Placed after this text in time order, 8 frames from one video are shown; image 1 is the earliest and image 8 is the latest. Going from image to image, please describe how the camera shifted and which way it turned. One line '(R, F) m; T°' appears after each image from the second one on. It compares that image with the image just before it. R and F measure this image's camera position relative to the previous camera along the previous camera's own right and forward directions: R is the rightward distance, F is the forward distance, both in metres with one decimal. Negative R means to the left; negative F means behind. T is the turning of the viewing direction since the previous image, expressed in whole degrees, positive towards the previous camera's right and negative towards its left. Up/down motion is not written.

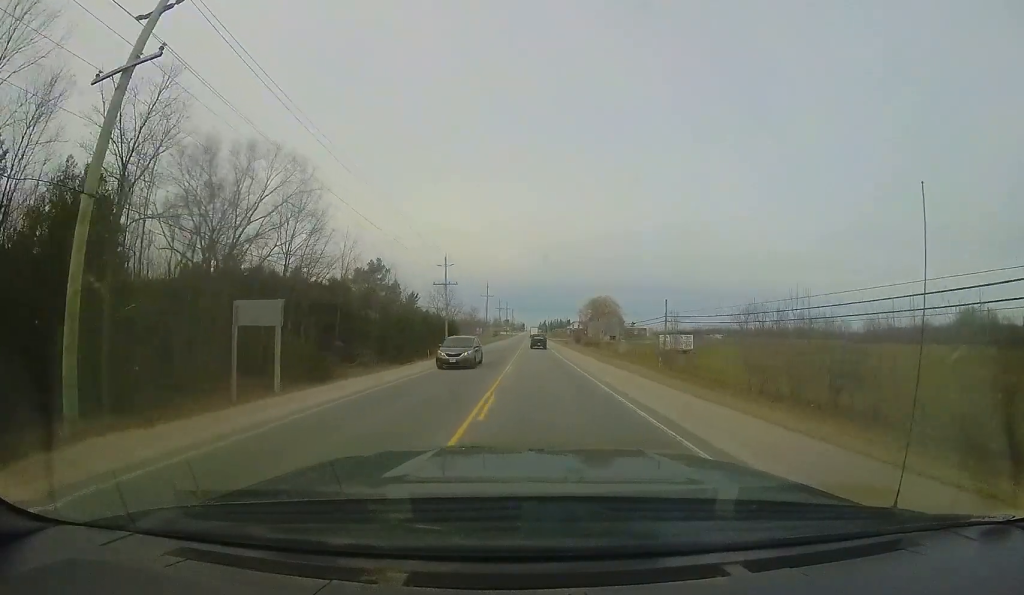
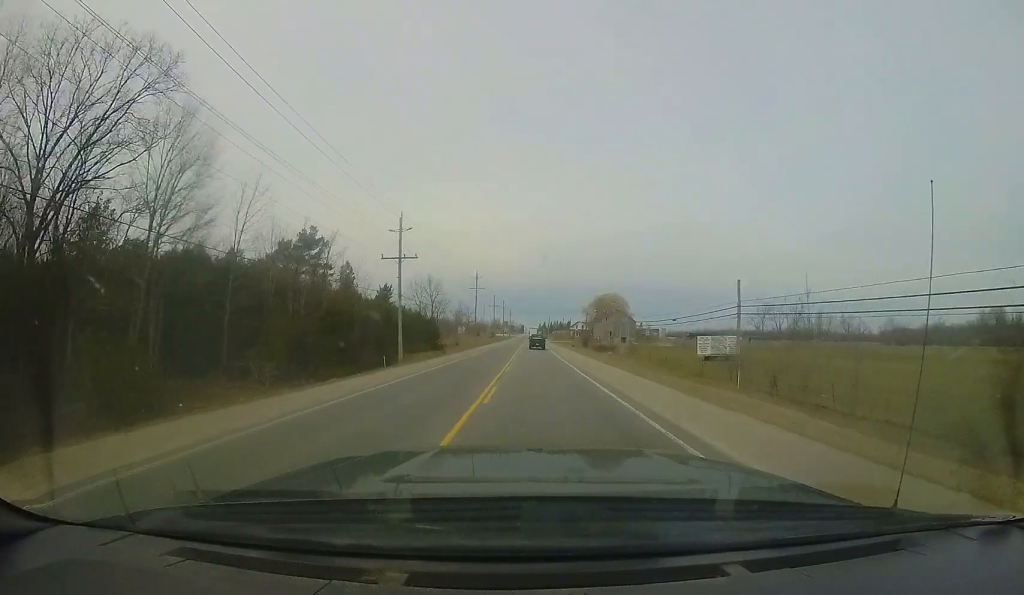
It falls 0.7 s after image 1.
(-0.1, +16.2) m; 0°
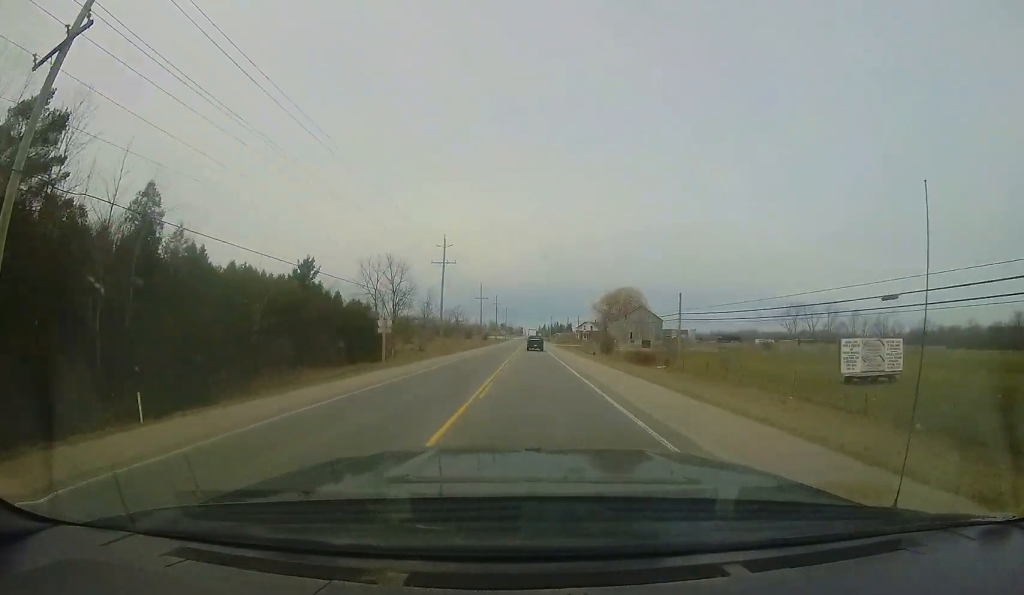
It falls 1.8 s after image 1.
(+0.2, +26.4) m; +1°
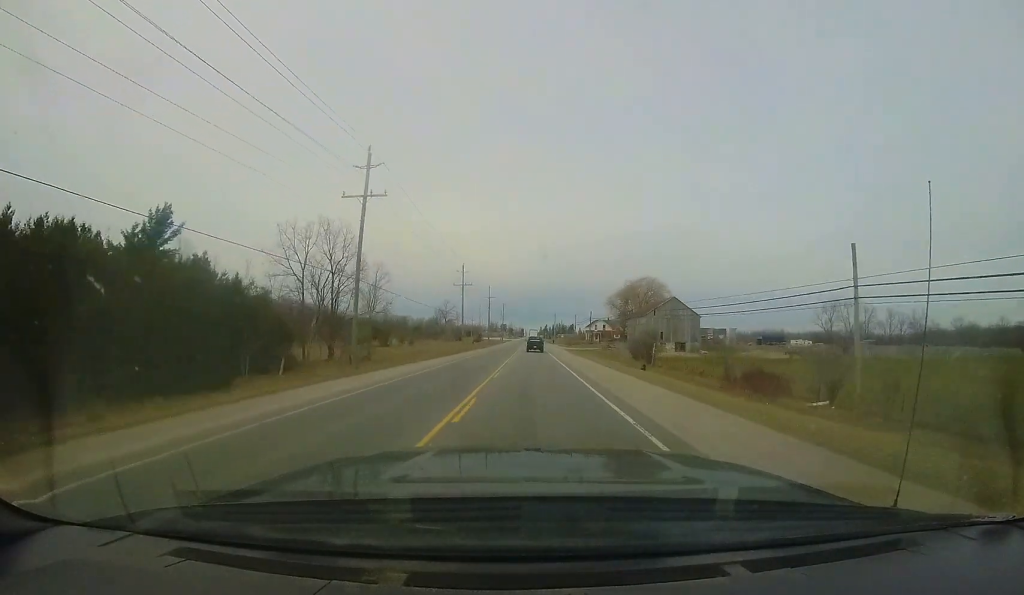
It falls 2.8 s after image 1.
(+0.2, +22.3) m; 0°
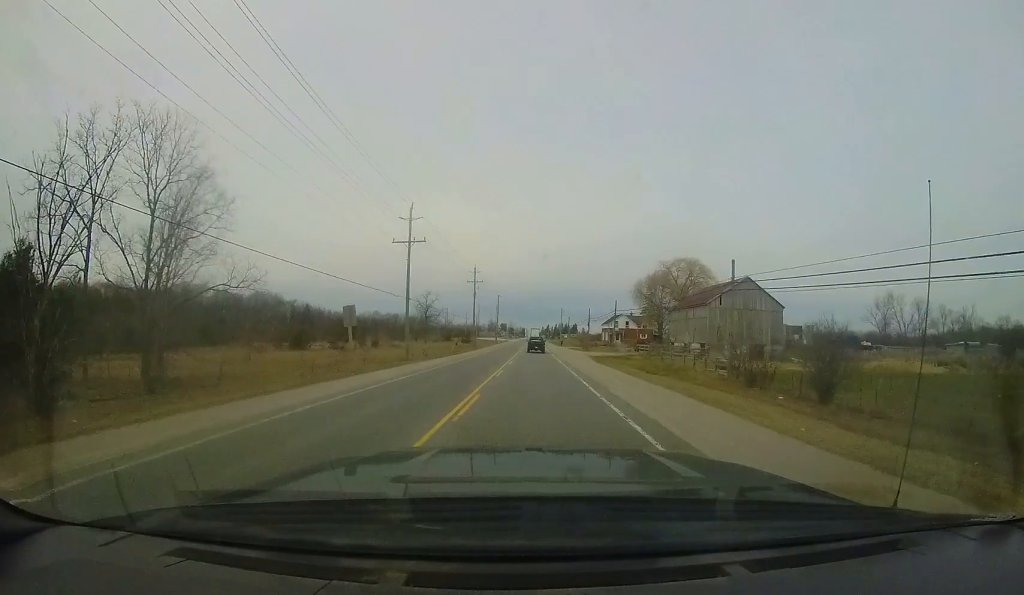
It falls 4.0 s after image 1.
(0.0, +26.5) m; 0°
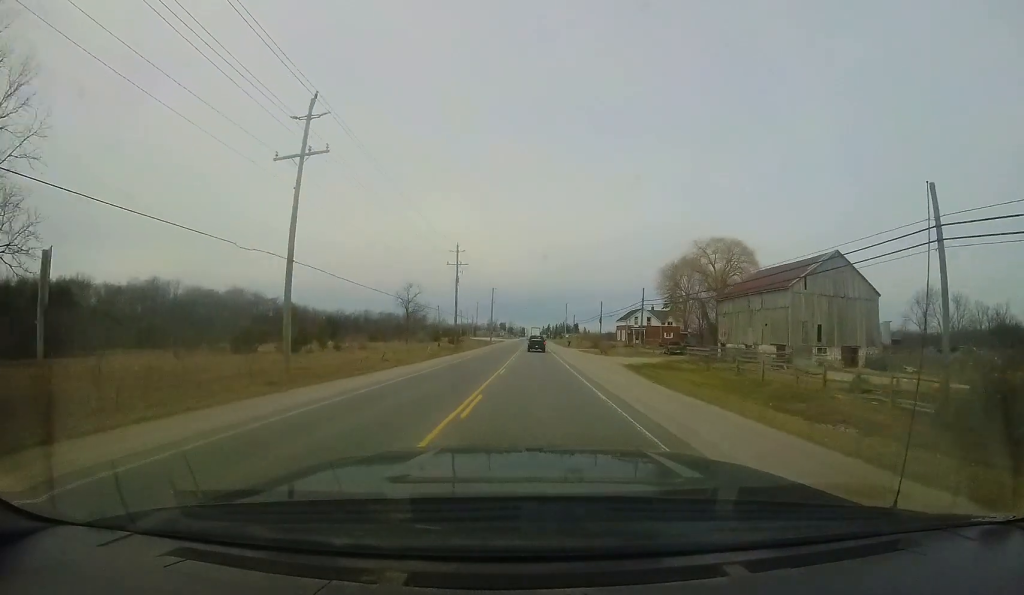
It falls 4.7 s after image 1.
(0.0, +16.3) m; 0°
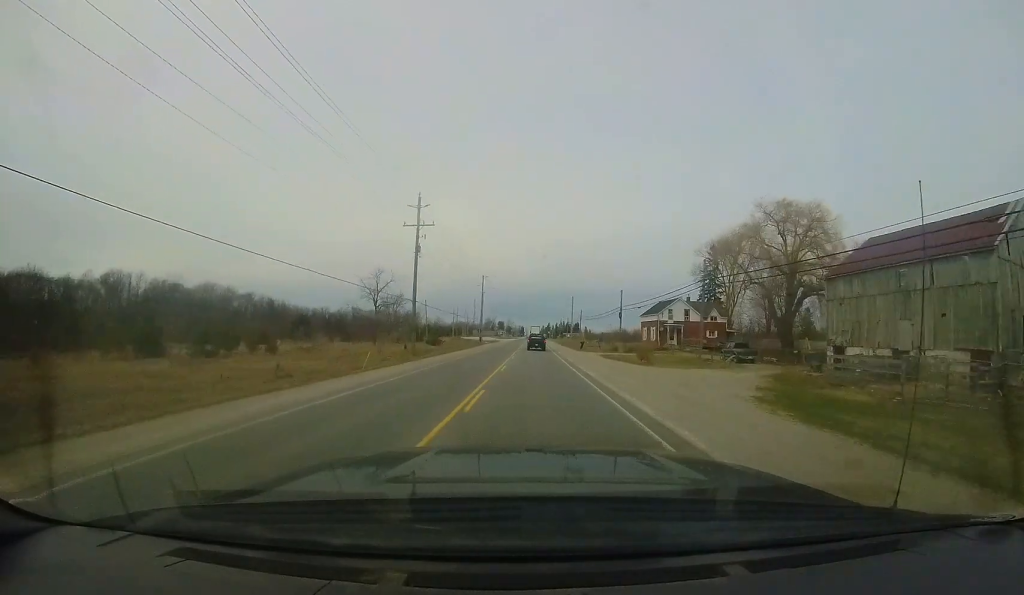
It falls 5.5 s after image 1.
(-0.1, +18.3) m; -1°
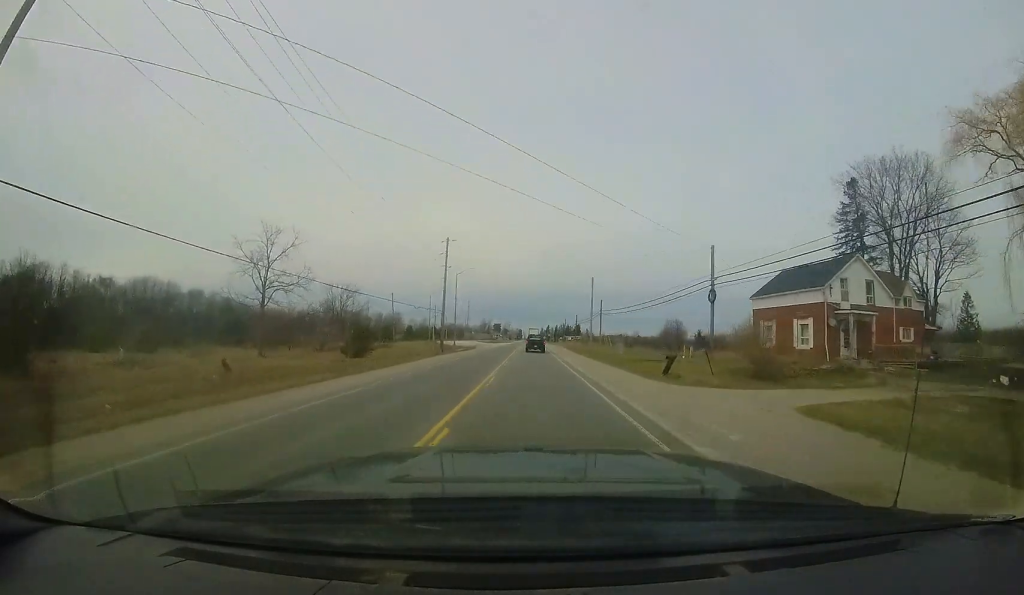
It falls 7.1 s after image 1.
(-0.8, +32.6) m; -1°
